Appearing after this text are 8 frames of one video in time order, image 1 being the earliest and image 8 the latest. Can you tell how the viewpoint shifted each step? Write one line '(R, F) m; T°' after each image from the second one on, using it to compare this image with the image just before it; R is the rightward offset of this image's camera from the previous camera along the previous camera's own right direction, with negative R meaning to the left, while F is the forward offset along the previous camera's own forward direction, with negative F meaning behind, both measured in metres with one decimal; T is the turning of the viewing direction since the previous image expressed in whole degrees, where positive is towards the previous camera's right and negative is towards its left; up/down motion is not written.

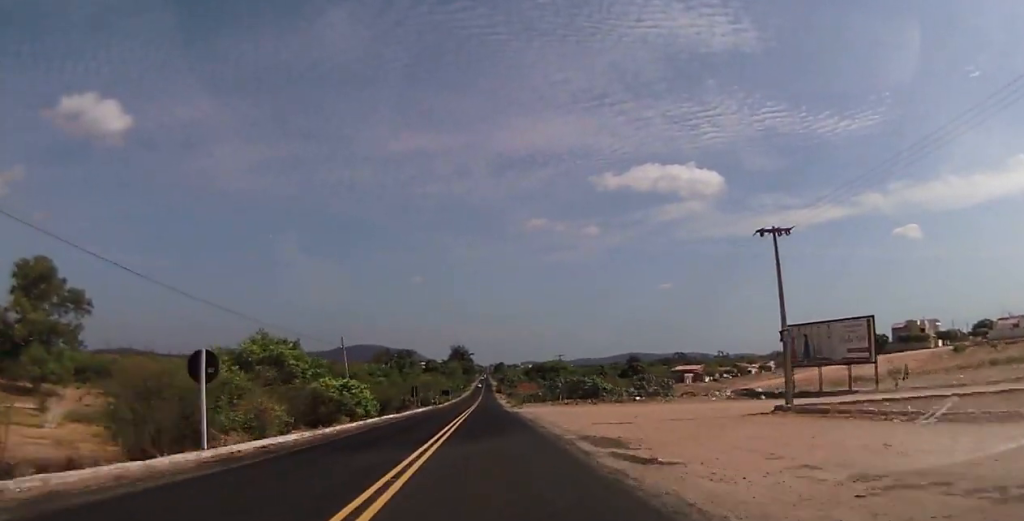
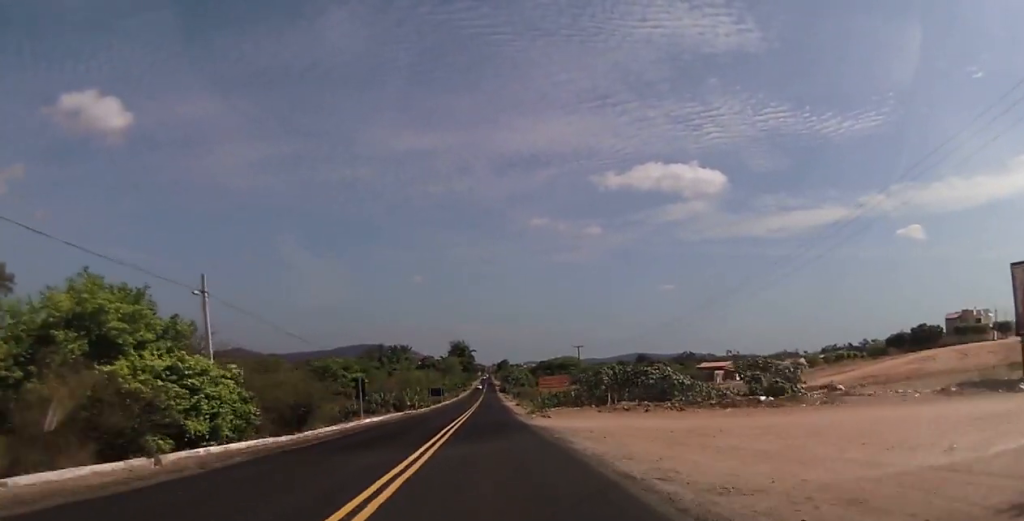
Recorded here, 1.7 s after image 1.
(+0.6, +24.1) m; +1°
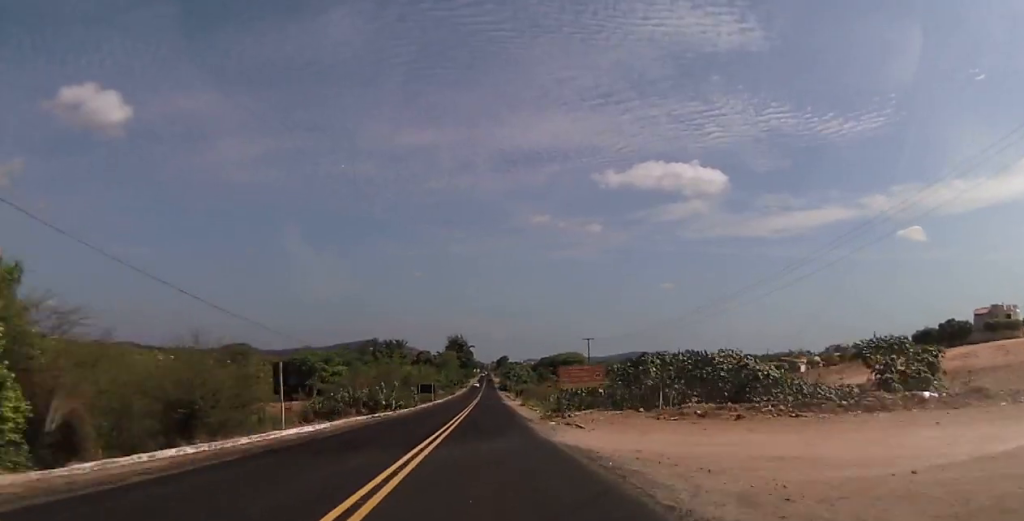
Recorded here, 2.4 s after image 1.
(-0.2, +12.3) m; -1°
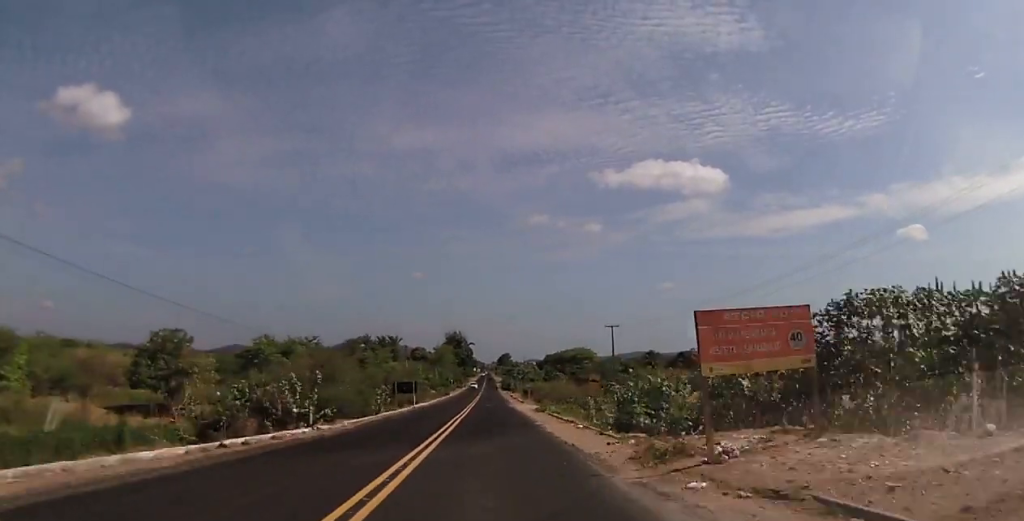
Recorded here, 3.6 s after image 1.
(-0.3, +19.9) m; +1°
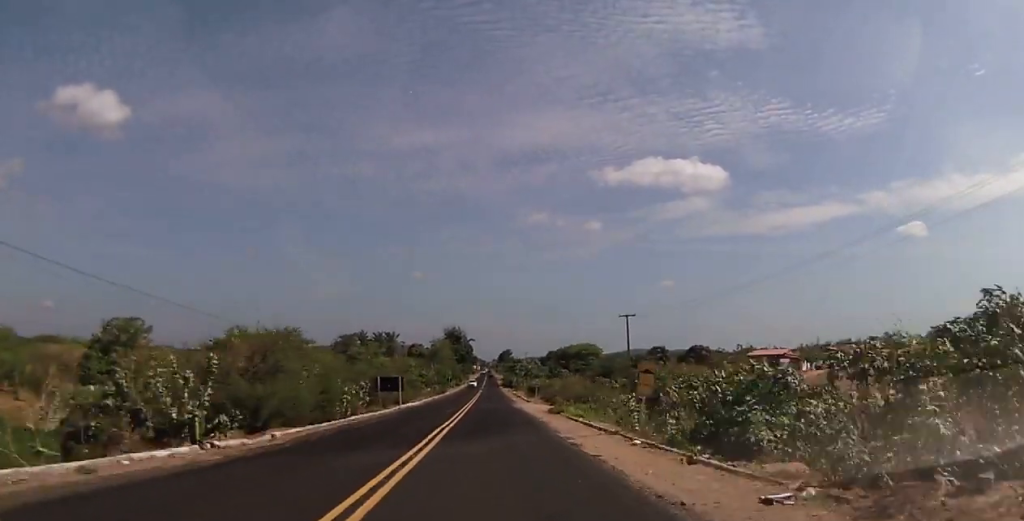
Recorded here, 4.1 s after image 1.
(+0.1, +9.3) m; +1°
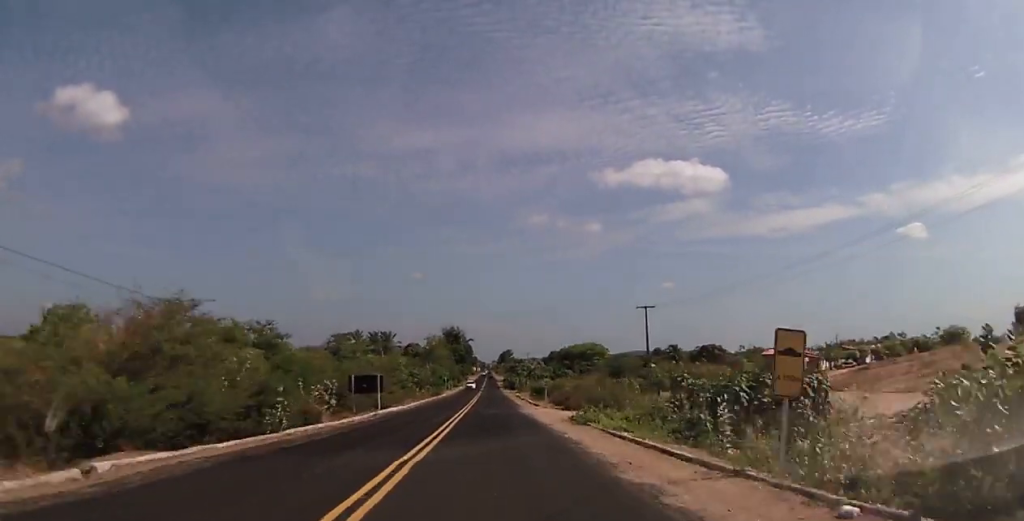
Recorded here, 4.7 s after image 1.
(+0.3, +9.5) m; 0°
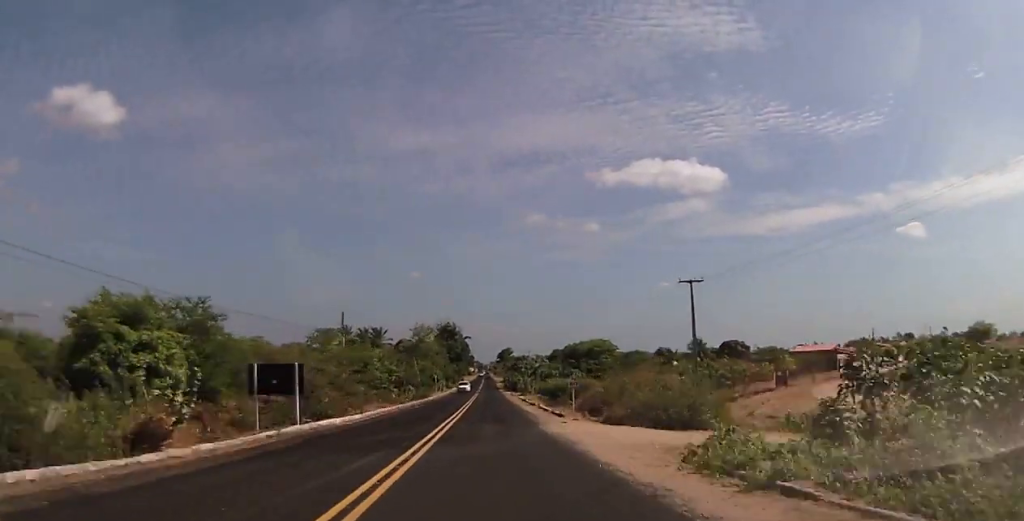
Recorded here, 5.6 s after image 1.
(-0.2, +16.7) m; -2°
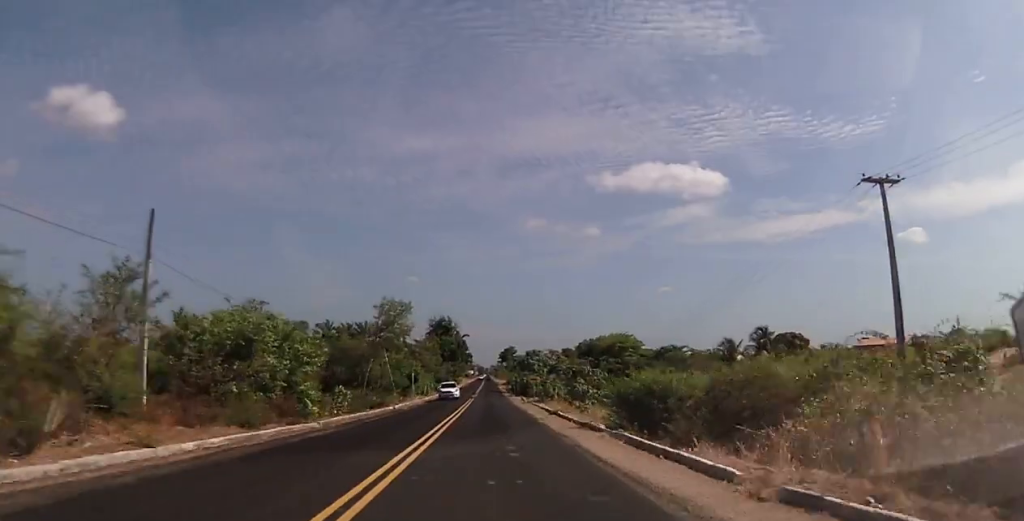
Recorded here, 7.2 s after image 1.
(-0.3, +28.1) m; +1°
